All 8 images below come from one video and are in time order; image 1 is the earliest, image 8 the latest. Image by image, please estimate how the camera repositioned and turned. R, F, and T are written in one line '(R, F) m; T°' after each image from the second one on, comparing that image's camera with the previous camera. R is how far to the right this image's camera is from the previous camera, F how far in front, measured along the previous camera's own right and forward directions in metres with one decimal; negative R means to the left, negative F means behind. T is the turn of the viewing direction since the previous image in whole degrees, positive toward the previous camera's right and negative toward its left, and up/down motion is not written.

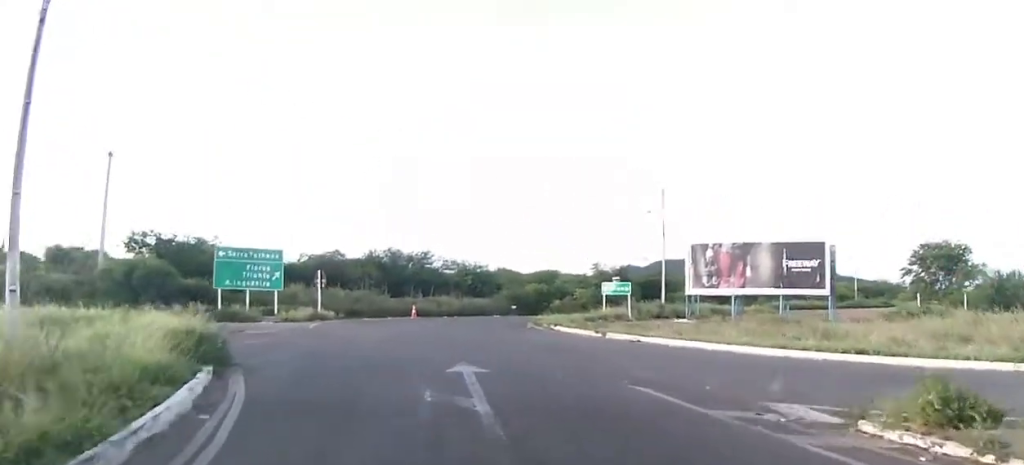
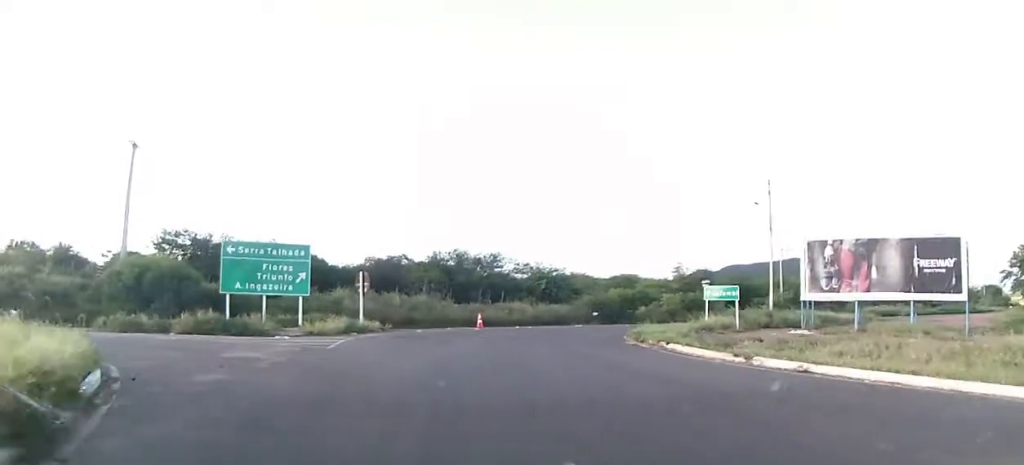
(-0.3, +7.3) m; +1°
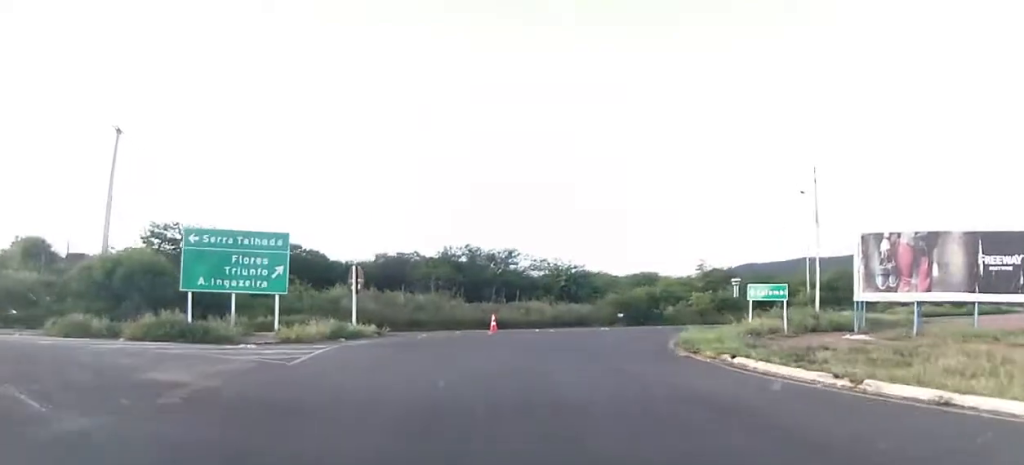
(+0.3, +4.5) m; +1°
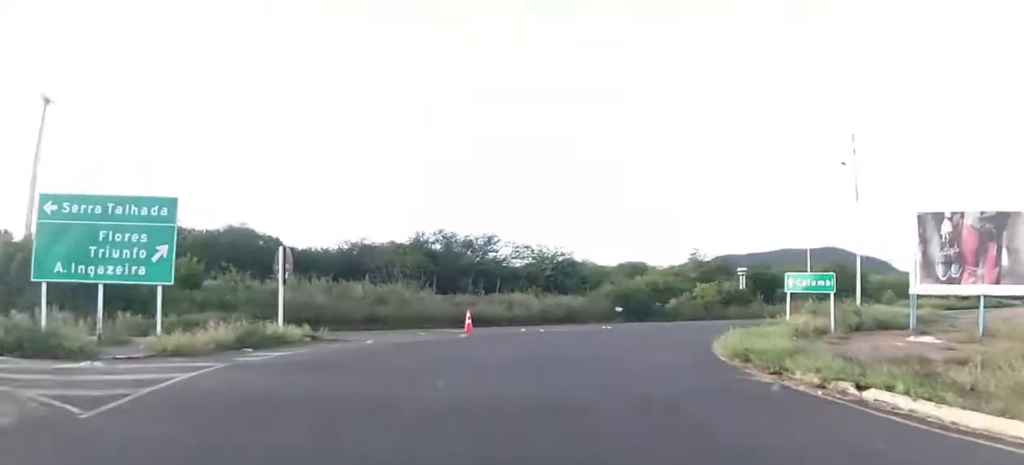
(+0.1, +6.6) m; +3°
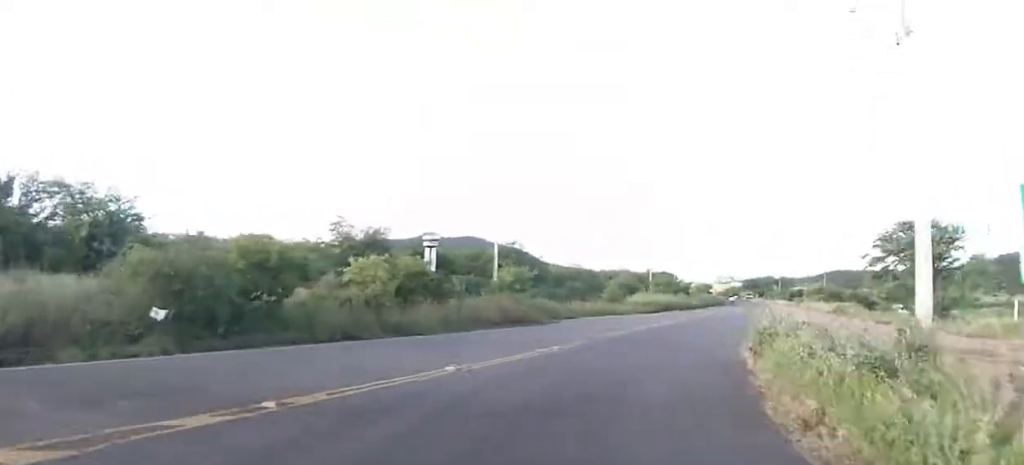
(+4.3, +23.3) m; +26°
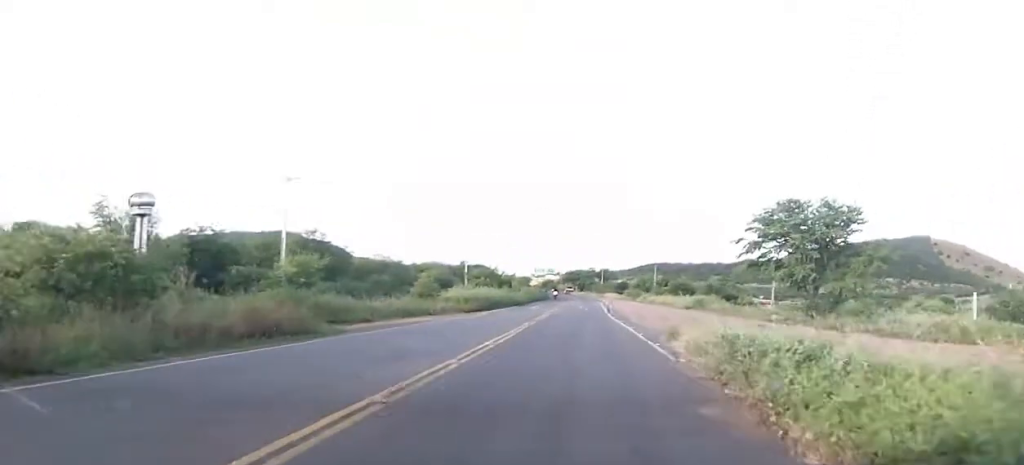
(+1.3, +10.9) m; +12°
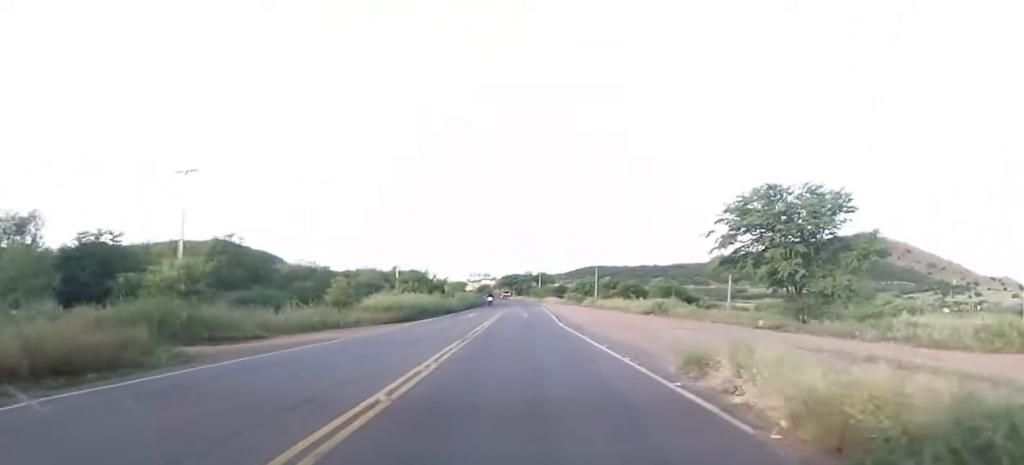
(+0.4, +7.2) m; +6°
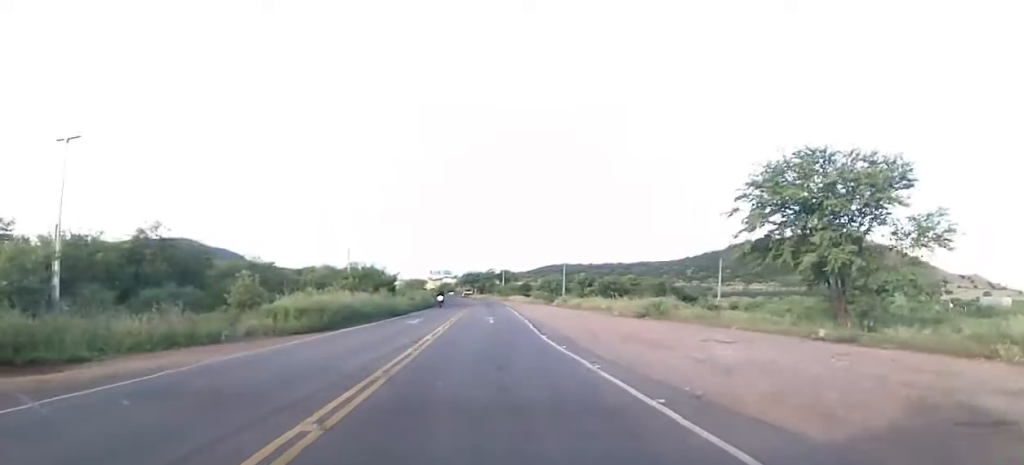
(+0.5, +10.2) m; +5°
